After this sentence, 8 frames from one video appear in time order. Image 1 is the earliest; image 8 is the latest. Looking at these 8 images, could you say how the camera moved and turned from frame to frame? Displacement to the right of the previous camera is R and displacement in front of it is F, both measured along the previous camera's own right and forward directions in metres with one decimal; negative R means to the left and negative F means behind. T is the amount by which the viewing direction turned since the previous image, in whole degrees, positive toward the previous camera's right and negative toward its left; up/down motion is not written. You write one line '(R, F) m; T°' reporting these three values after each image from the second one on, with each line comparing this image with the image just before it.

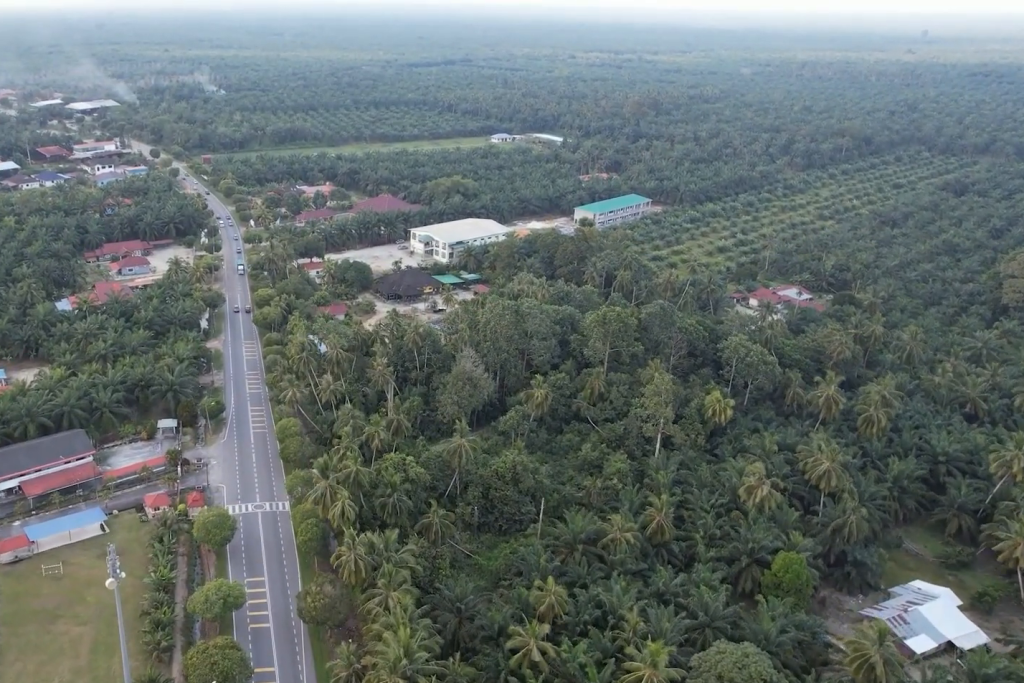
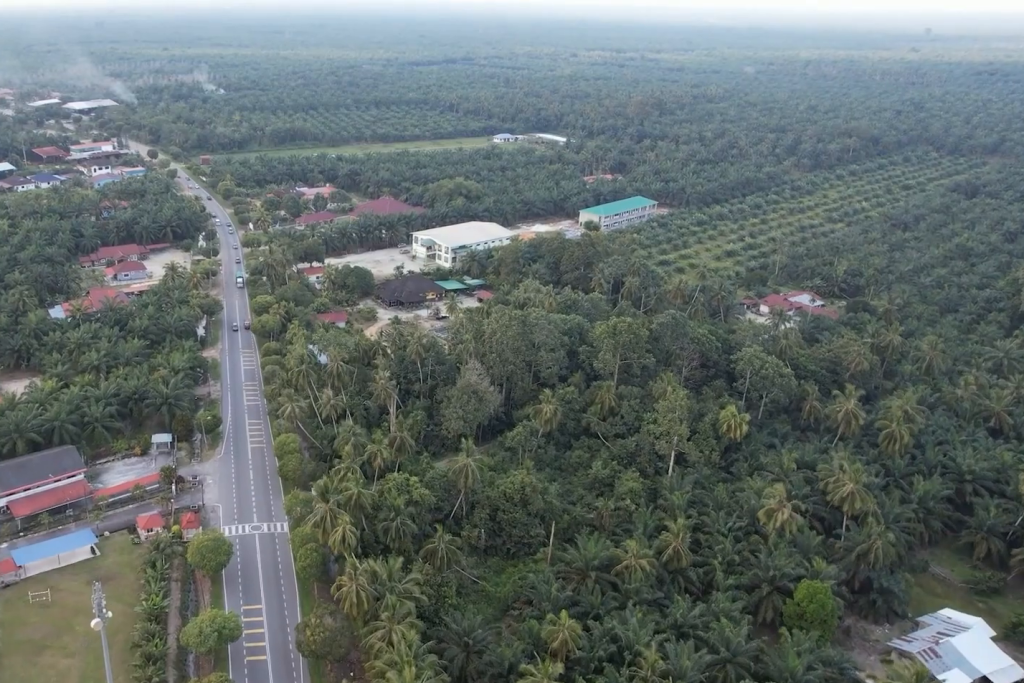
(0.0, +7.8) m; 0°
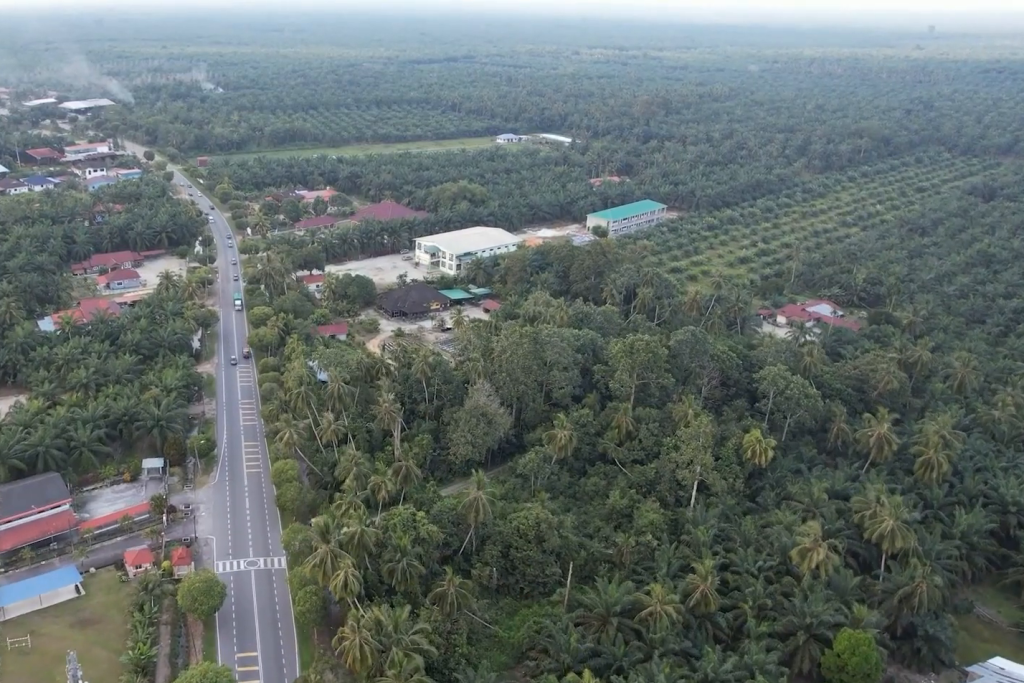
(0.0, +11.4) m; 0°
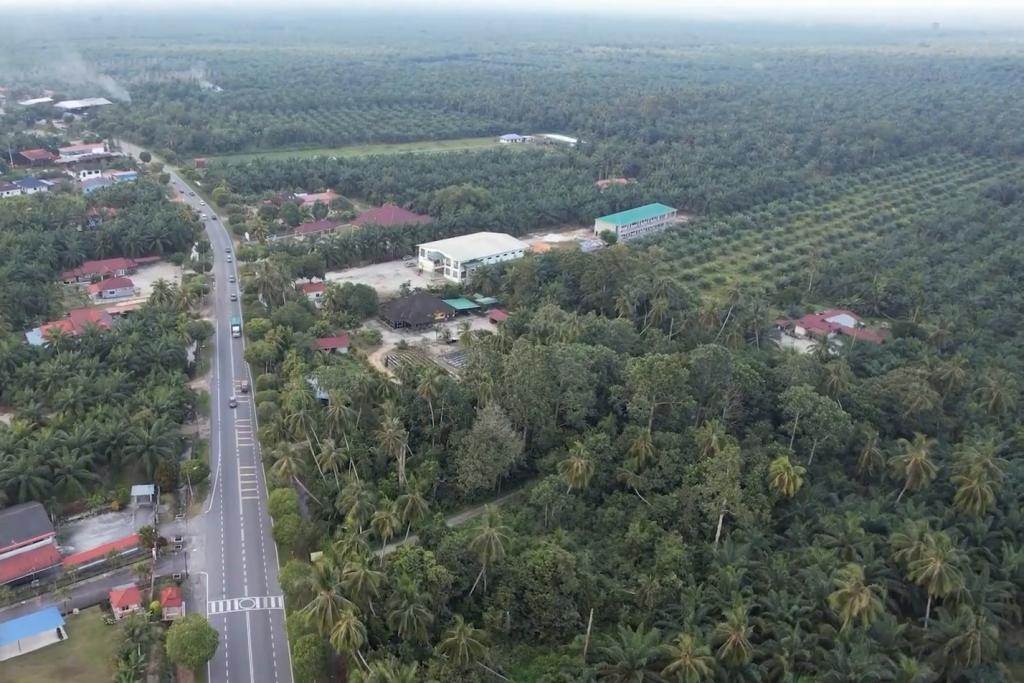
(0.0, +11.5) m; 0°
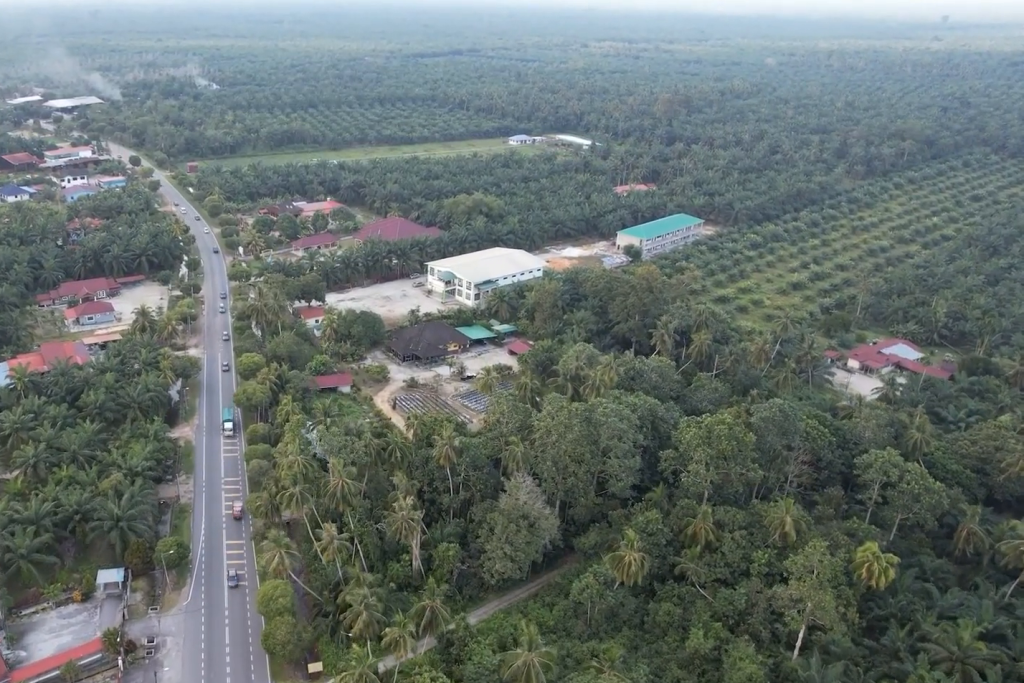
(0.0, +29.0) m; 0°
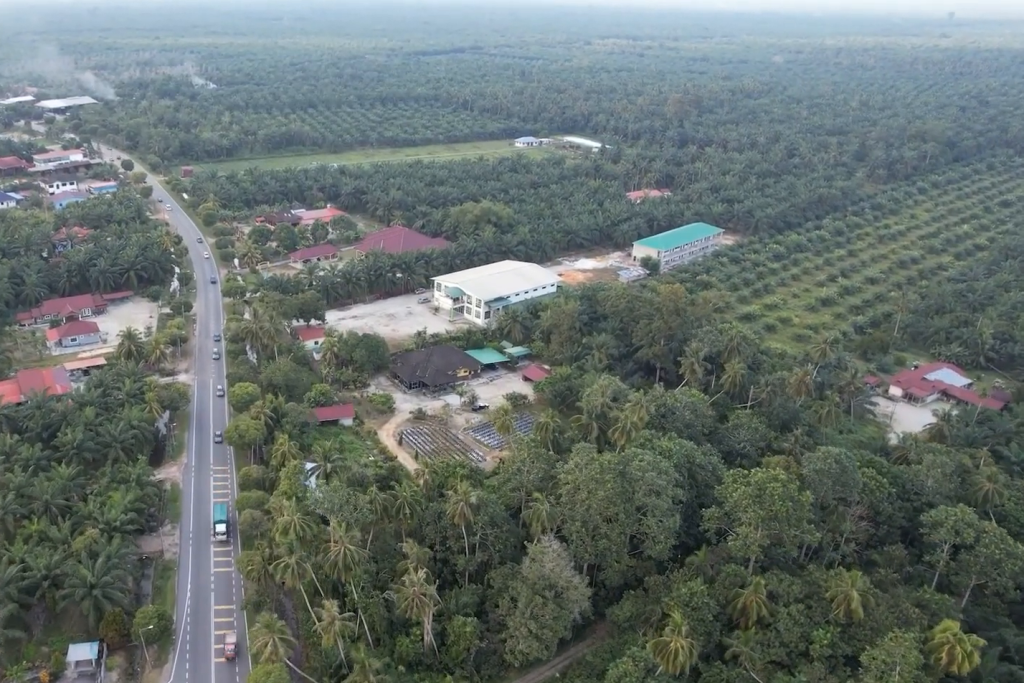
(0.0, +18.8) m; 0°
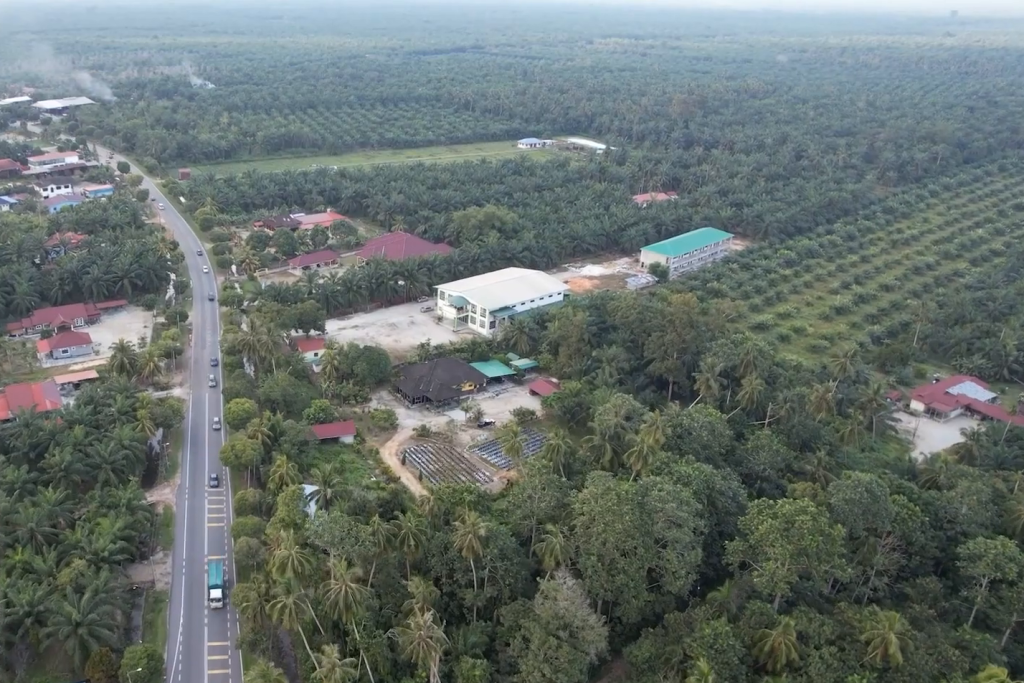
(0.0, +9.1) m; 0°
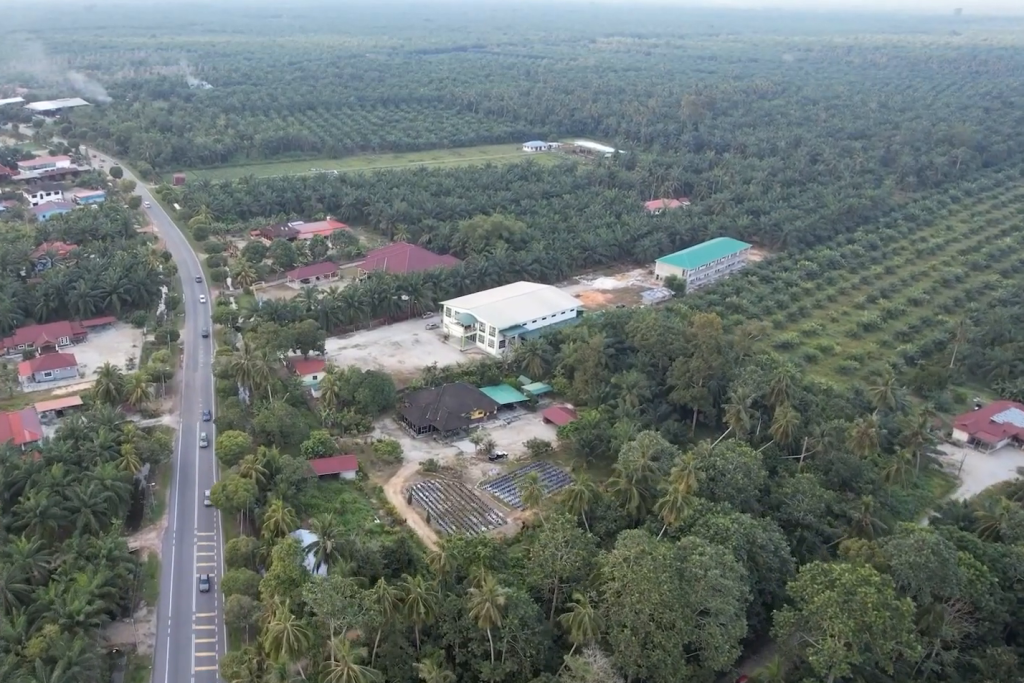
(0.0, +15.1) m; 0°
